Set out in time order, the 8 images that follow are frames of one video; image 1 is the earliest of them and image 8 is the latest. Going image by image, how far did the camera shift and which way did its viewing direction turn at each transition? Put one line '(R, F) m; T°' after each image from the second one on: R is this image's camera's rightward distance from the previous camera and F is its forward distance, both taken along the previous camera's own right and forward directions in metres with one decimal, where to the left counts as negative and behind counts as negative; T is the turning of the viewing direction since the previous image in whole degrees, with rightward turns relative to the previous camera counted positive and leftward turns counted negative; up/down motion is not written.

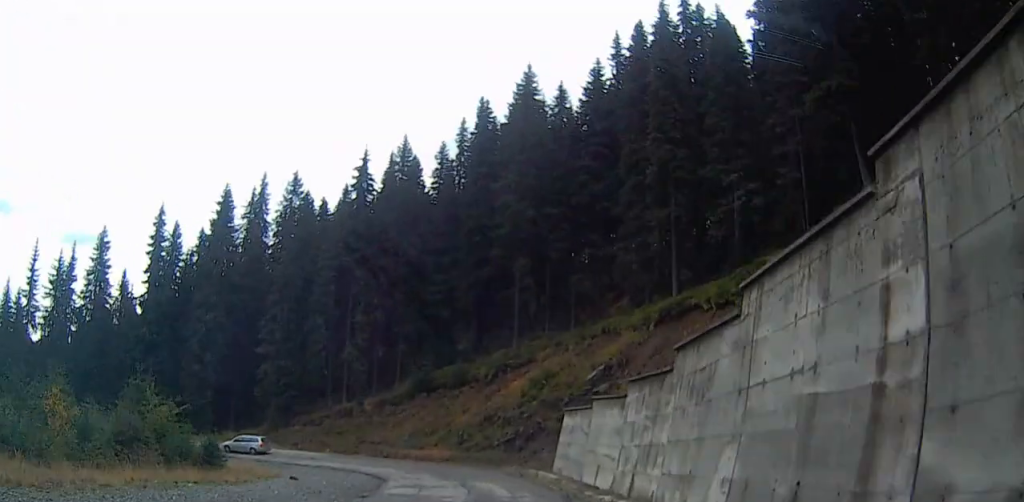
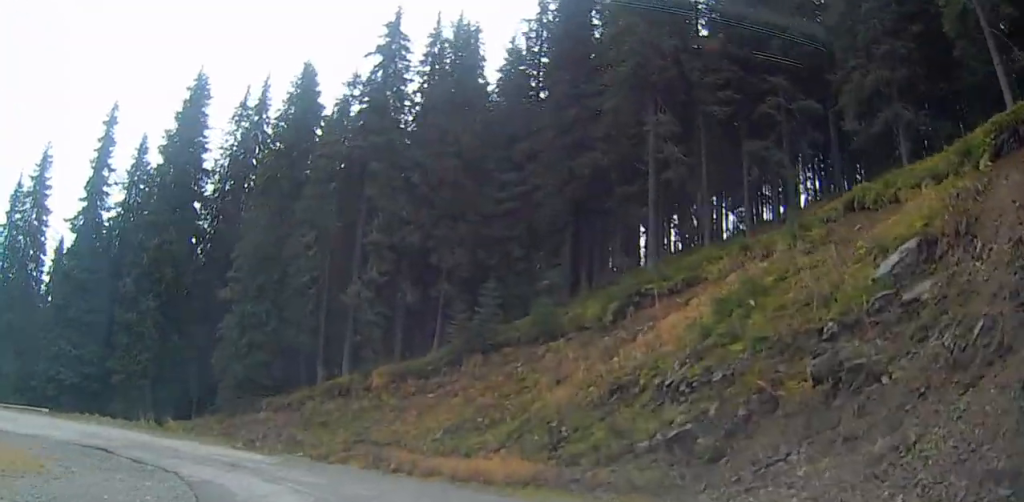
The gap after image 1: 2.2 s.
(+0.5, +28.2) m; -1°
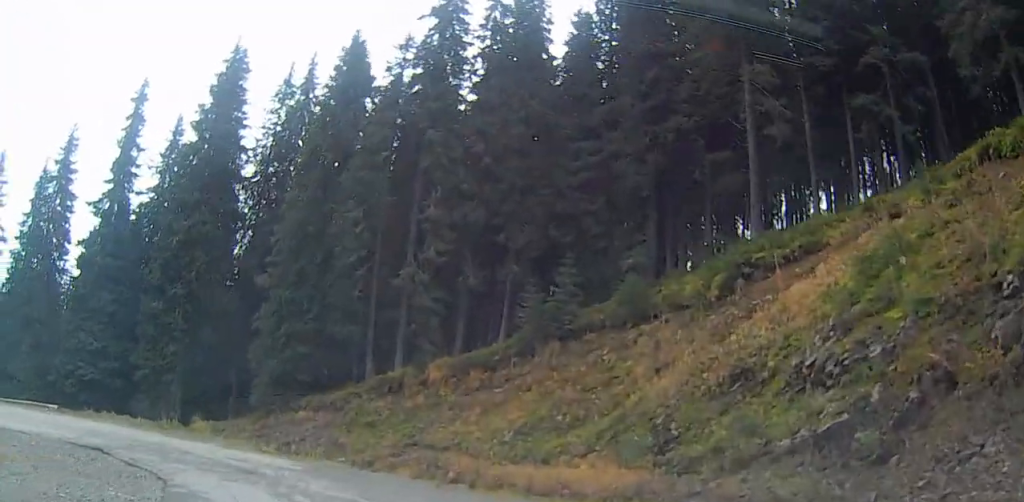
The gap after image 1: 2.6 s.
(-0.1, +5.2) m; -5°
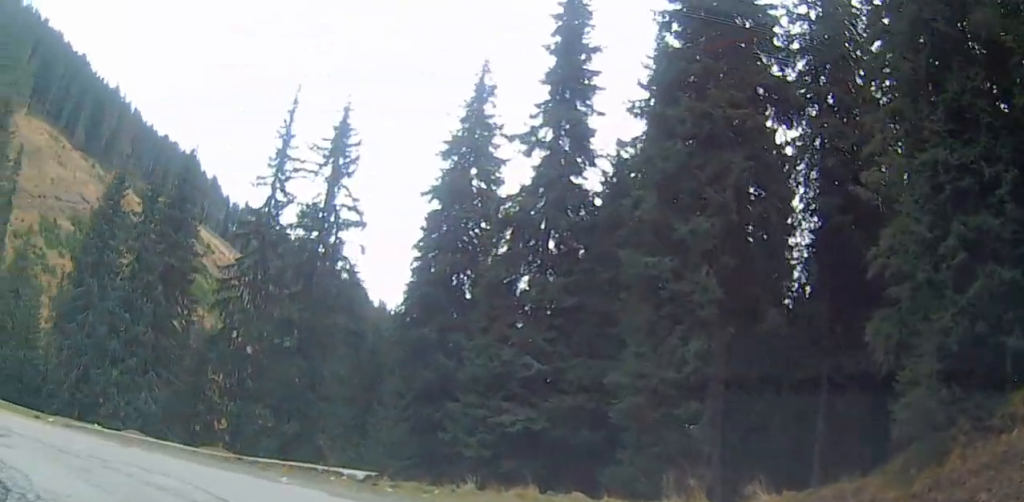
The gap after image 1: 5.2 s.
(-7.3, +20.6) m; -38°
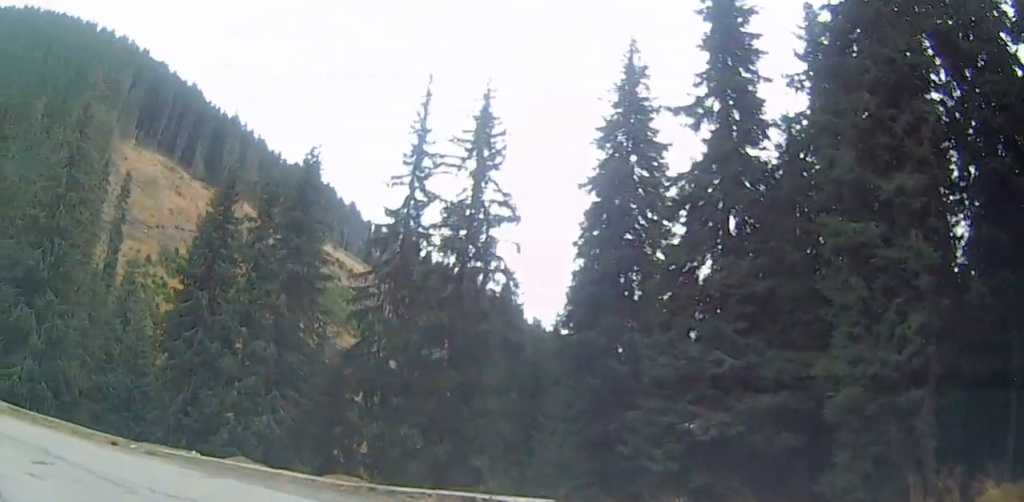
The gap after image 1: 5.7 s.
(-0.2, +3.5) m; -10°
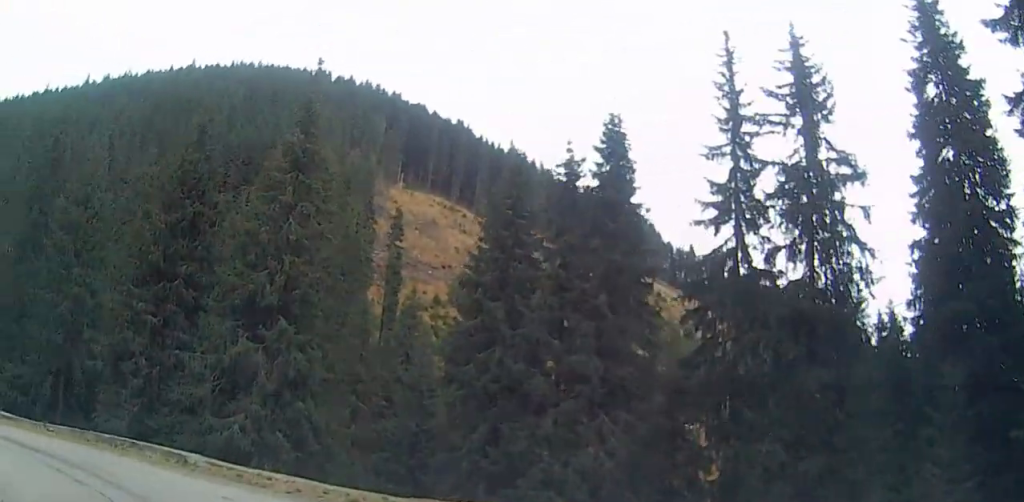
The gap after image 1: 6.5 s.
(-0.3, +4.8) m; -22°
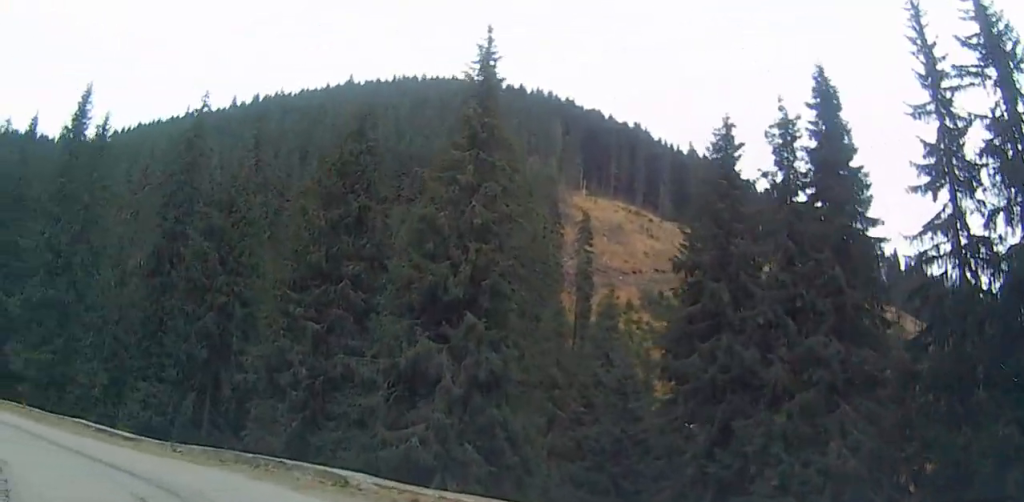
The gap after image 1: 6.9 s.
(-0.7, +2.7) m; -18°
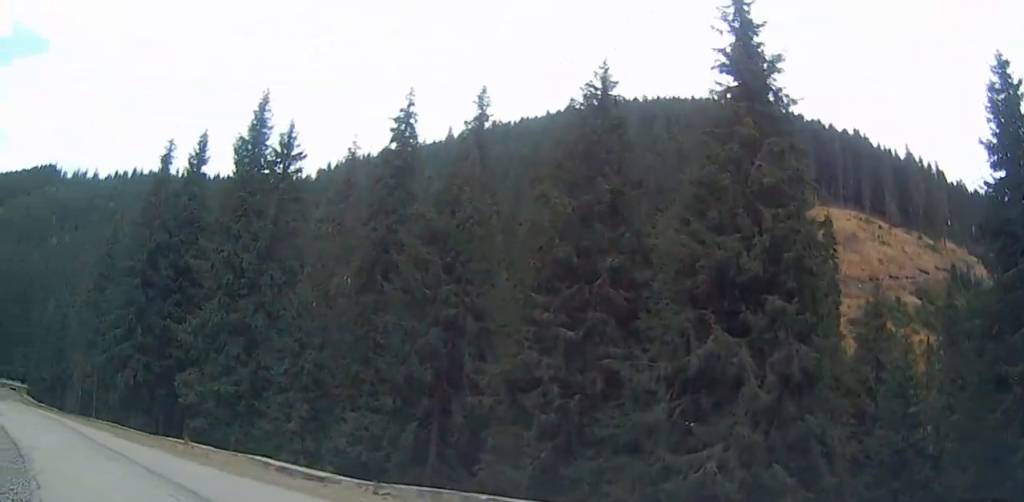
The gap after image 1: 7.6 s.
(-0.7, +3.9) m; -25°
